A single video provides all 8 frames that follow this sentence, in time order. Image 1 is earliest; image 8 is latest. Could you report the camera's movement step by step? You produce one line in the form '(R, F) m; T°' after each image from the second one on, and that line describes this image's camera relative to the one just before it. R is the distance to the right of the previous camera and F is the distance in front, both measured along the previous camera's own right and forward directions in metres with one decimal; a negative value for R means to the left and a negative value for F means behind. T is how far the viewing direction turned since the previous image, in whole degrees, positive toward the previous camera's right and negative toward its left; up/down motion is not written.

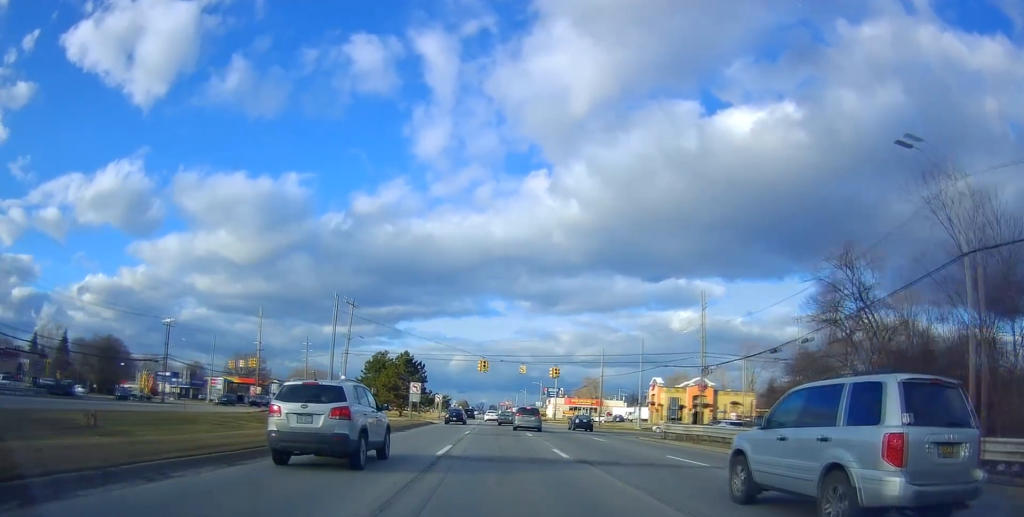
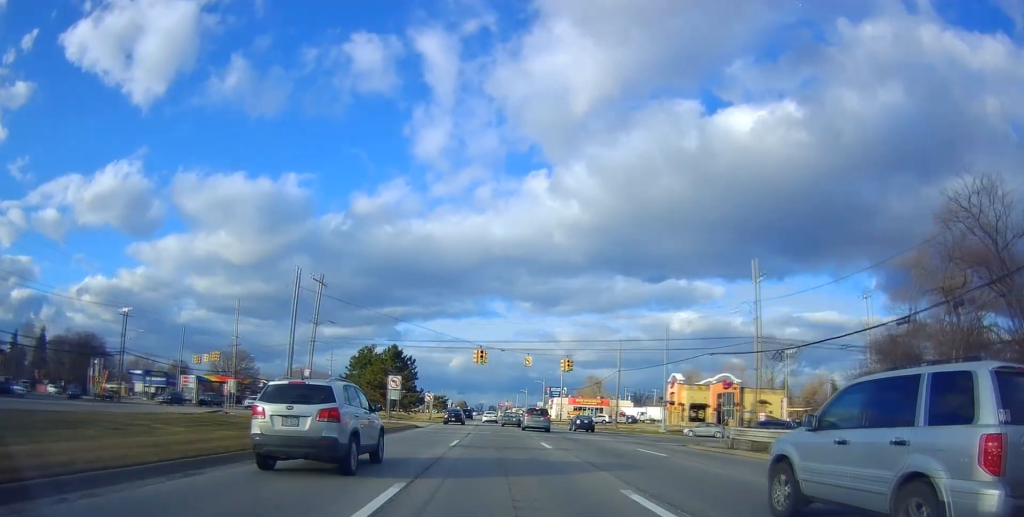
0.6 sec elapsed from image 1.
(-0.1, +11.1) m; 0°
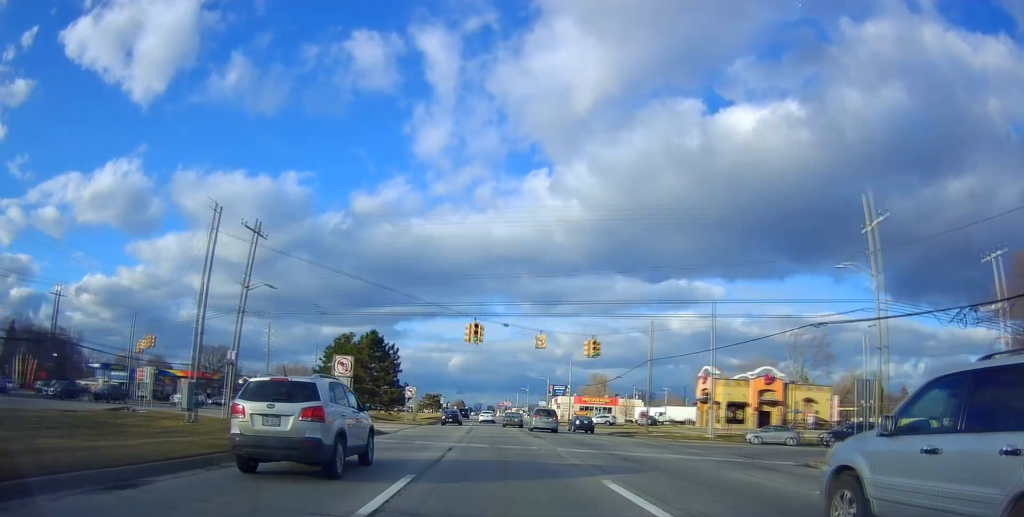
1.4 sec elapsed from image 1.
(-0.1, +14.3) m; 0°
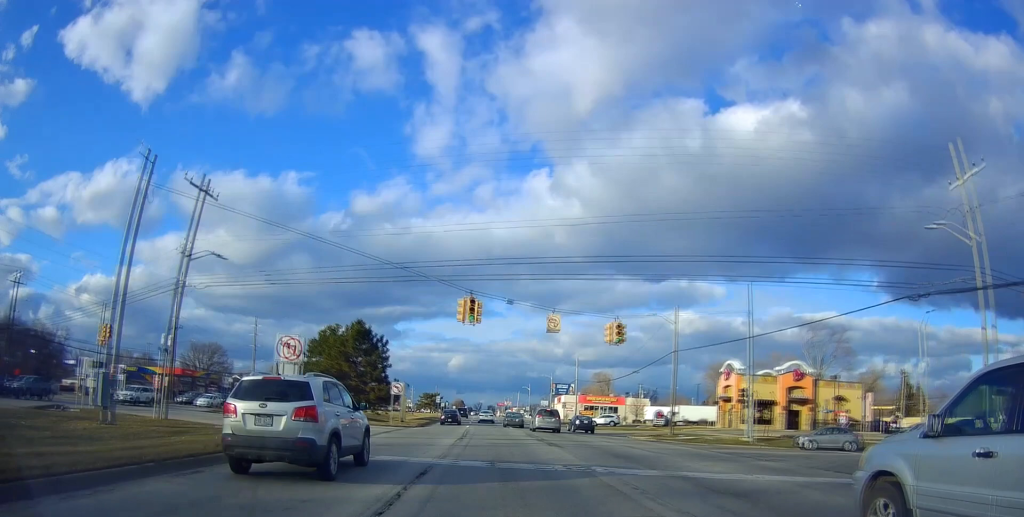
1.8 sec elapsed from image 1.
(+0.2, +7.4) m; 0°
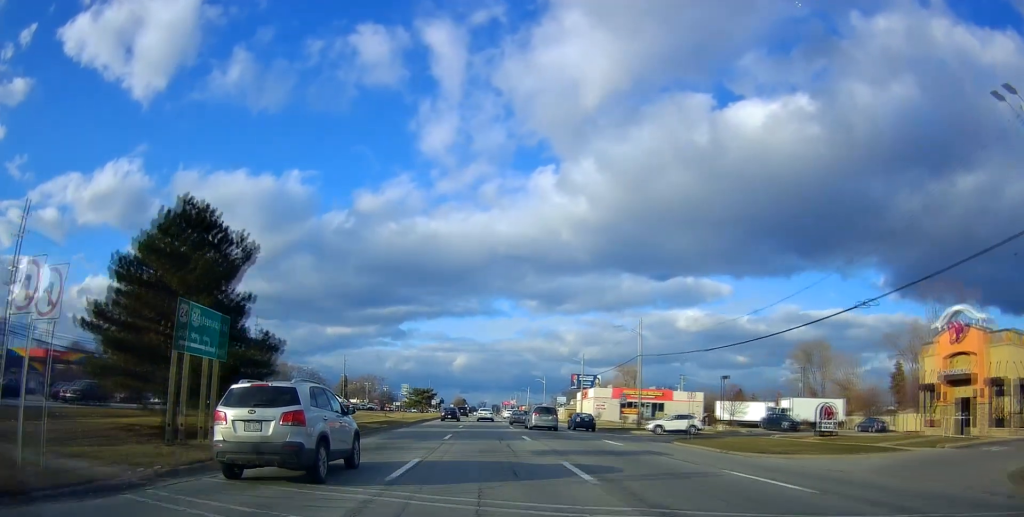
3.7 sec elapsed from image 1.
(-0.4, +37.3) m; 0°
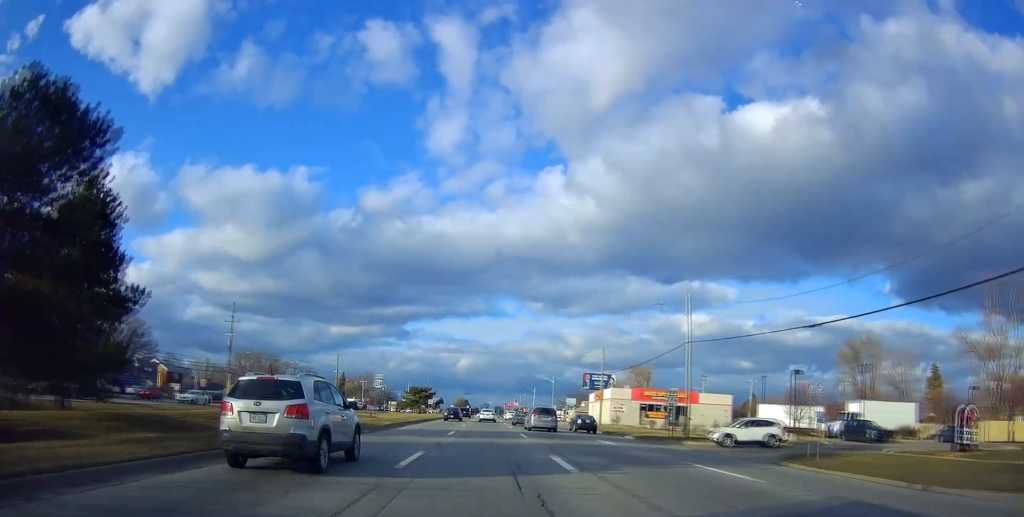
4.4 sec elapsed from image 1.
(+0.2, +13.0) m; 0°
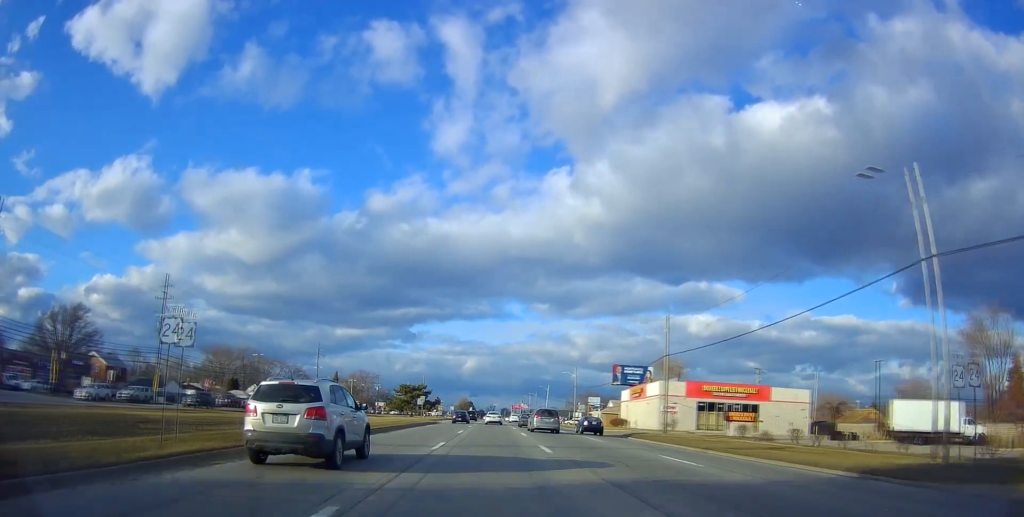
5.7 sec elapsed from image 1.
(-0.5, +25.8) m; -1°
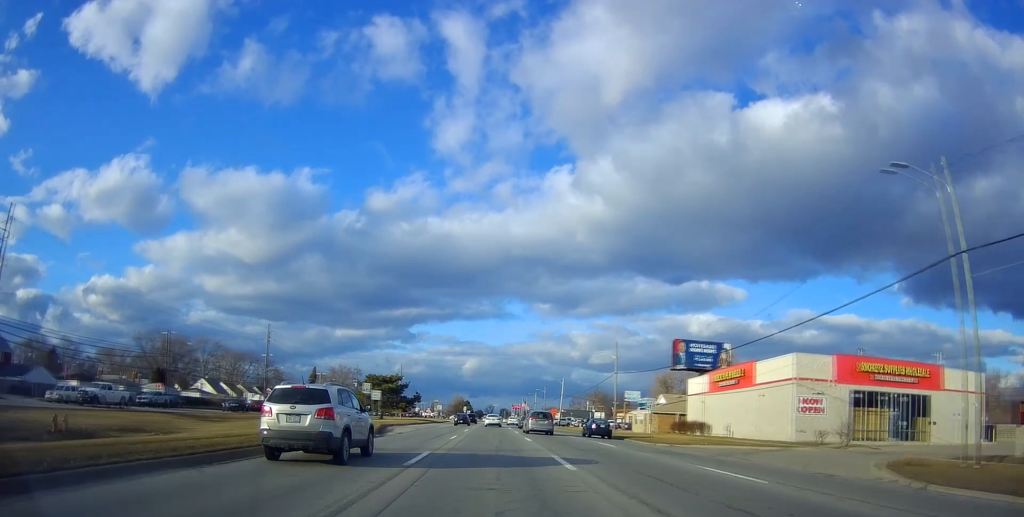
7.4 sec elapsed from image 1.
(-0.3, +34.6) m; -1°
